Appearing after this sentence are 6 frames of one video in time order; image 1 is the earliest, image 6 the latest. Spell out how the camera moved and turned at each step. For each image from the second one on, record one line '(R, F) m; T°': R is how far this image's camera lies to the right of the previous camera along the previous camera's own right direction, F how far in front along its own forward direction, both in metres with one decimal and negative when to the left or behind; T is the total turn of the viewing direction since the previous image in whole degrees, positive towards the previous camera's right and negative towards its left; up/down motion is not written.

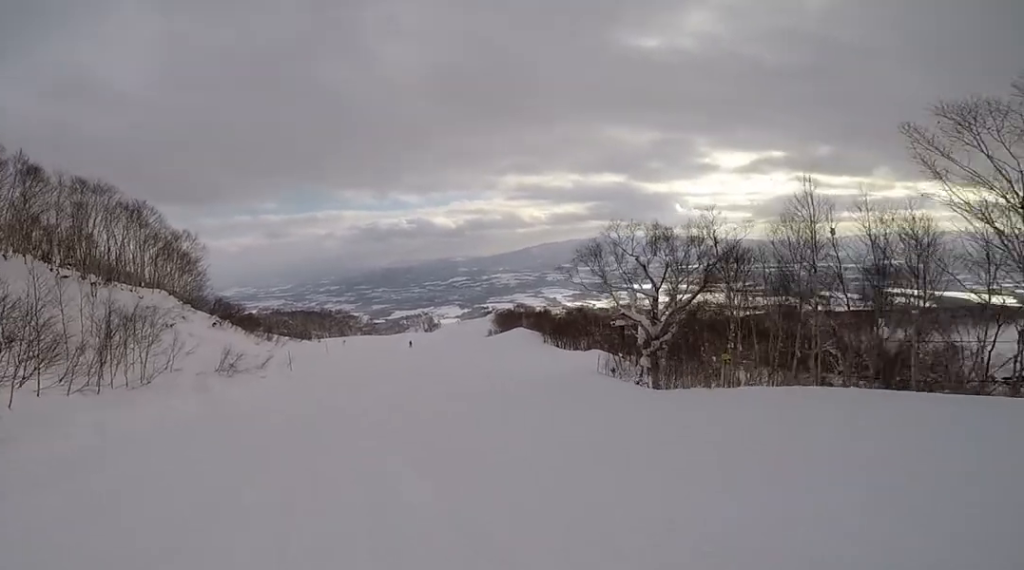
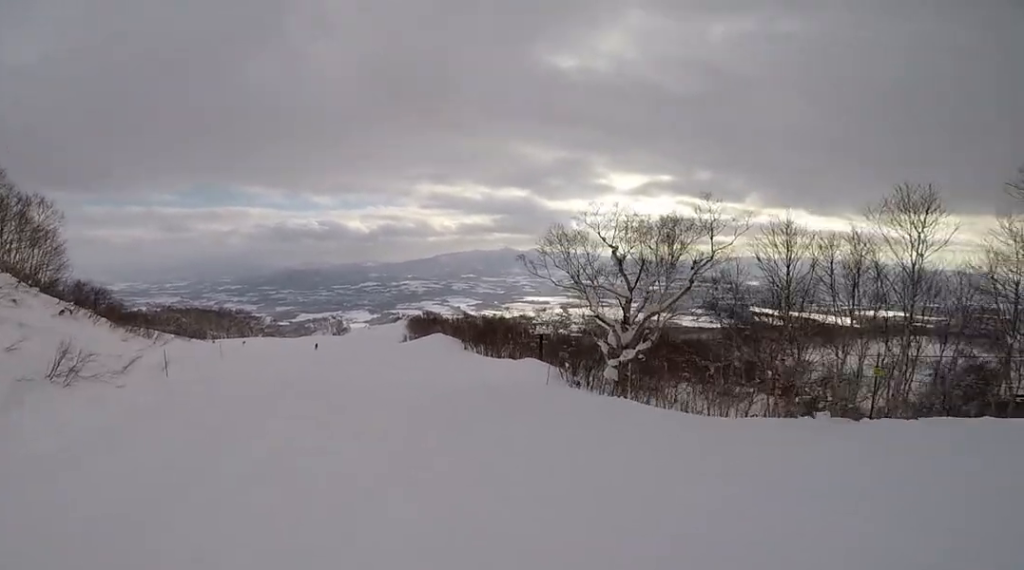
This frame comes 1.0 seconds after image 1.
(-0.6, +7.0) m; +1°
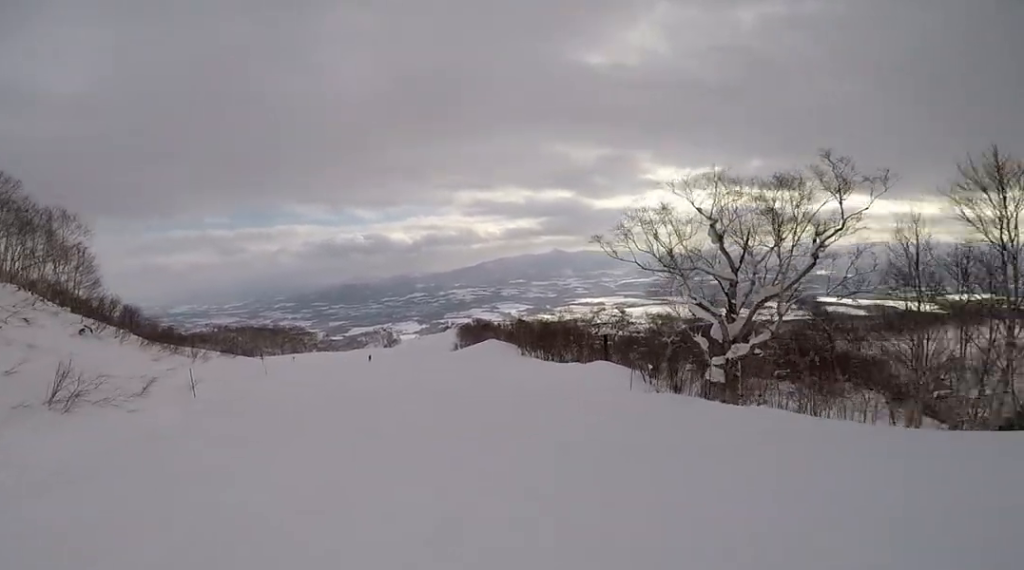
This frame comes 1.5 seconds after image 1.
(+0.4, +3.7) m; +4°
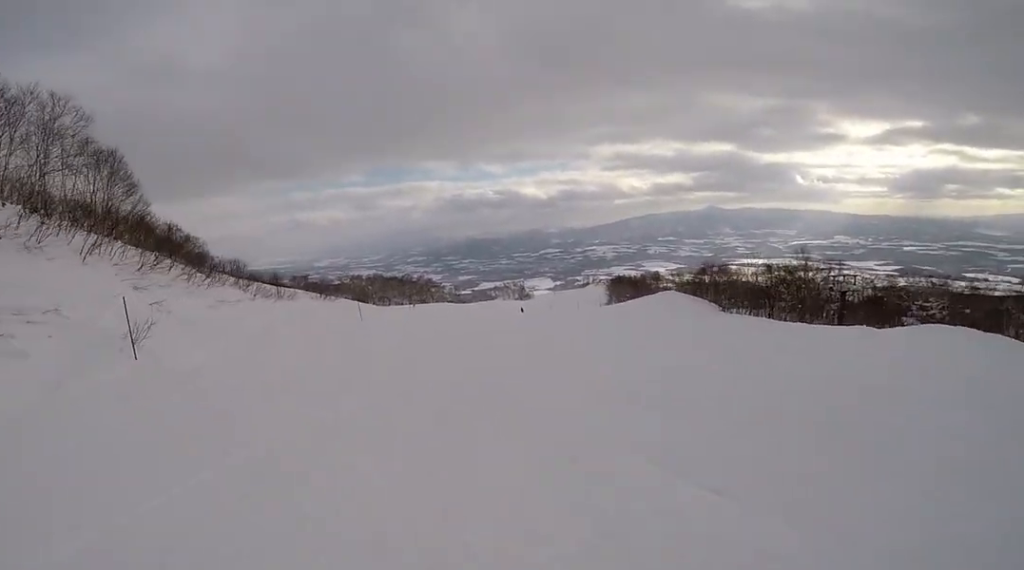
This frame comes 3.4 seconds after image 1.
(-0.6, +13.5) m; -10°
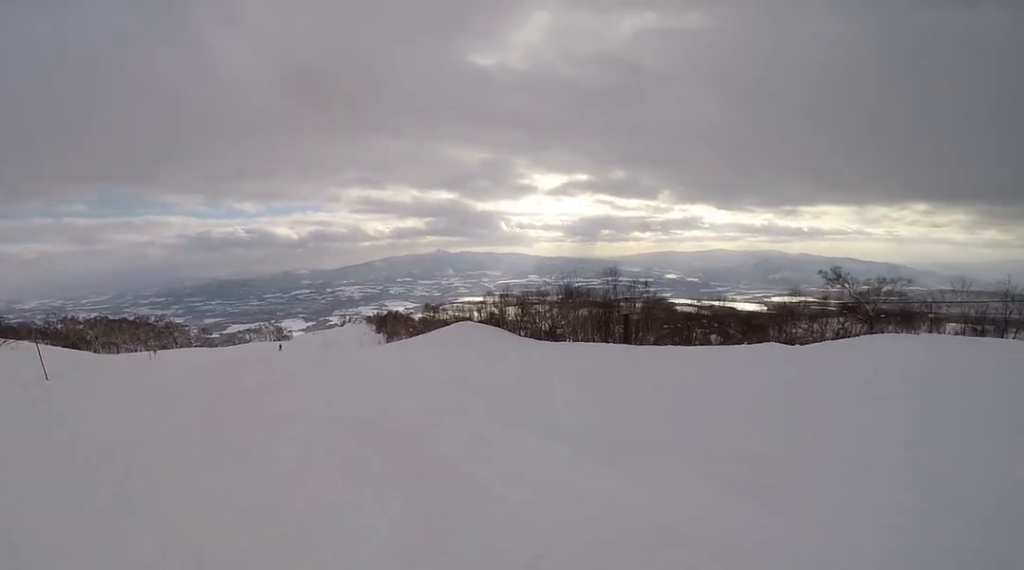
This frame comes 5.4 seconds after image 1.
(+1.6, +13.8) m; +25°
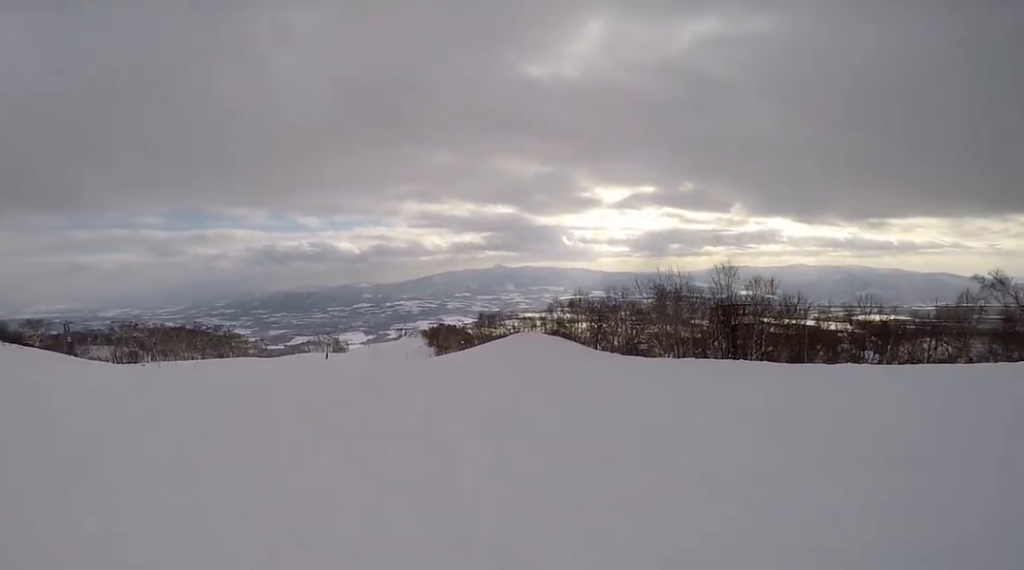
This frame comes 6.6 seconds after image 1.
(+1.3, +9.0) m; +2°
